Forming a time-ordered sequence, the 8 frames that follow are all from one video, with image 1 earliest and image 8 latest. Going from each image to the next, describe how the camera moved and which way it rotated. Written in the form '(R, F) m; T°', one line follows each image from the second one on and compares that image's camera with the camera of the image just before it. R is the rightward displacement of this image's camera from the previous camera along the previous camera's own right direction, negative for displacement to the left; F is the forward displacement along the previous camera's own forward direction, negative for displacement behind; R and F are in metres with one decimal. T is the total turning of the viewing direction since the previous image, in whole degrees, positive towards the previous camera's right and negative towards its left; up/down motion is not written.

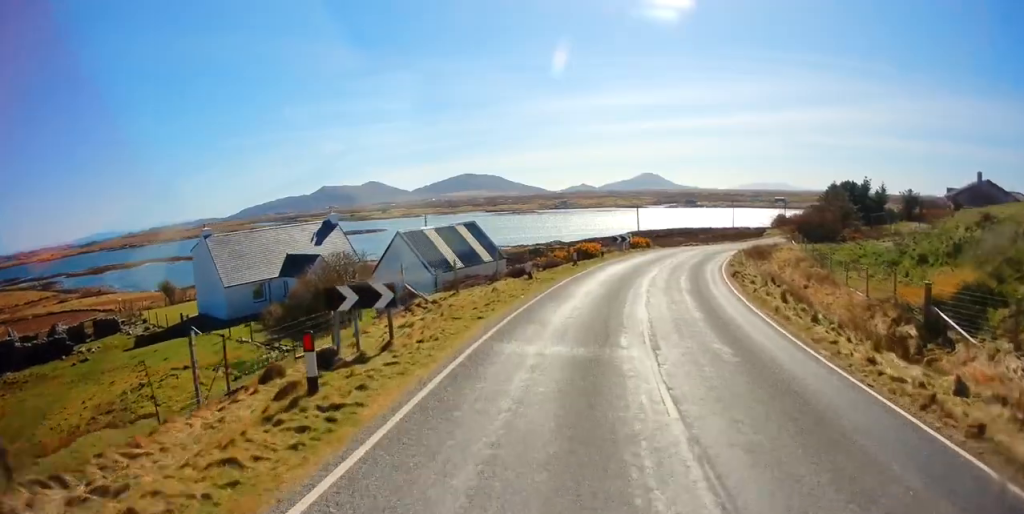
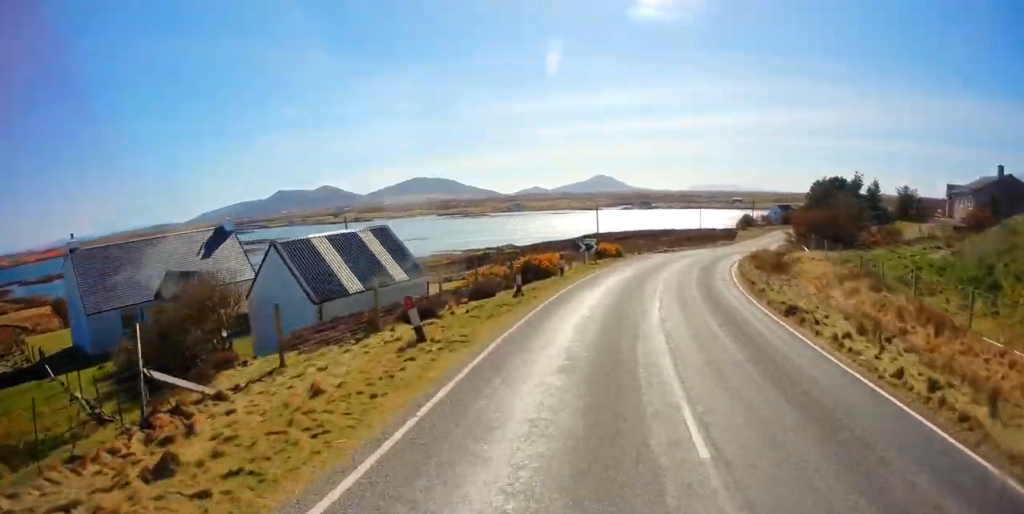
(+0.3, +10.2) m; +2°
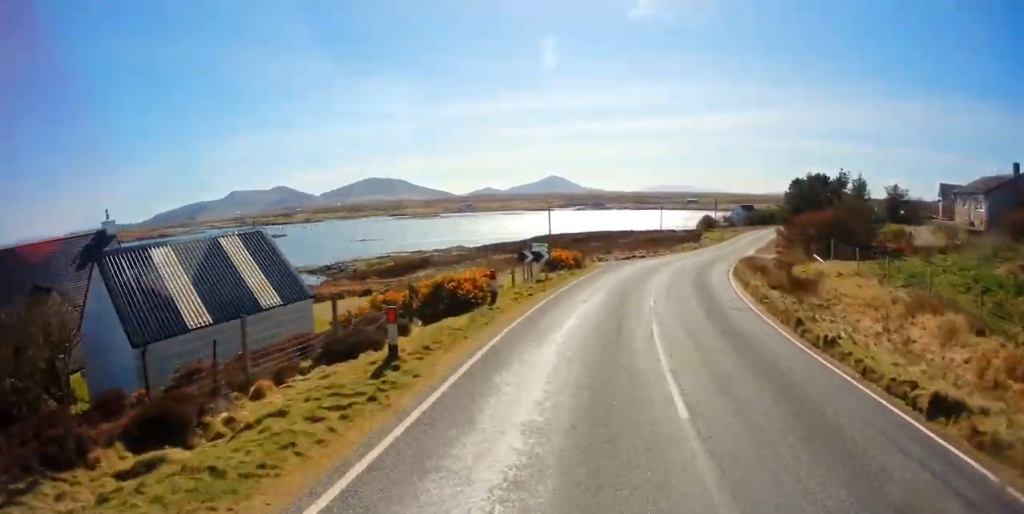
(0.0, +8.0) m; 0°
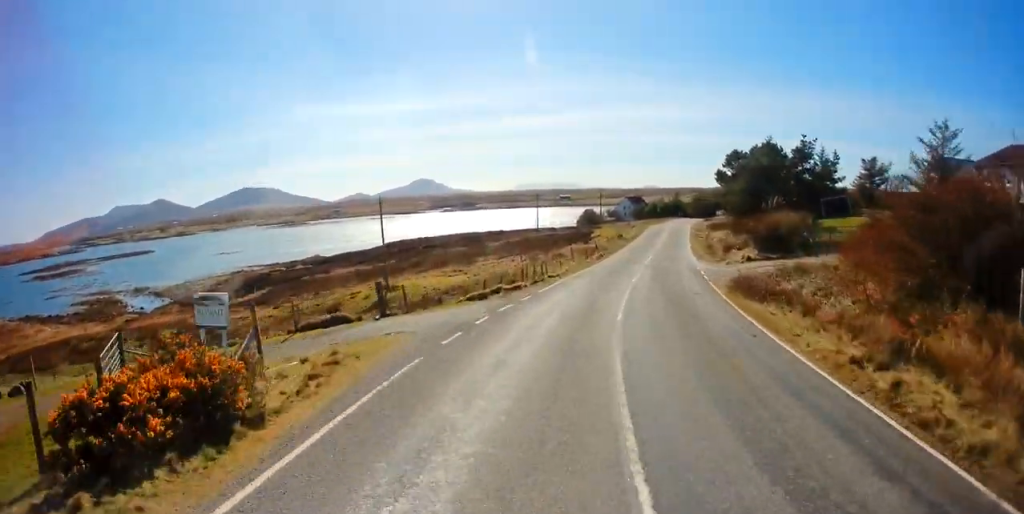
(+0.1, +21.5) m; +5°
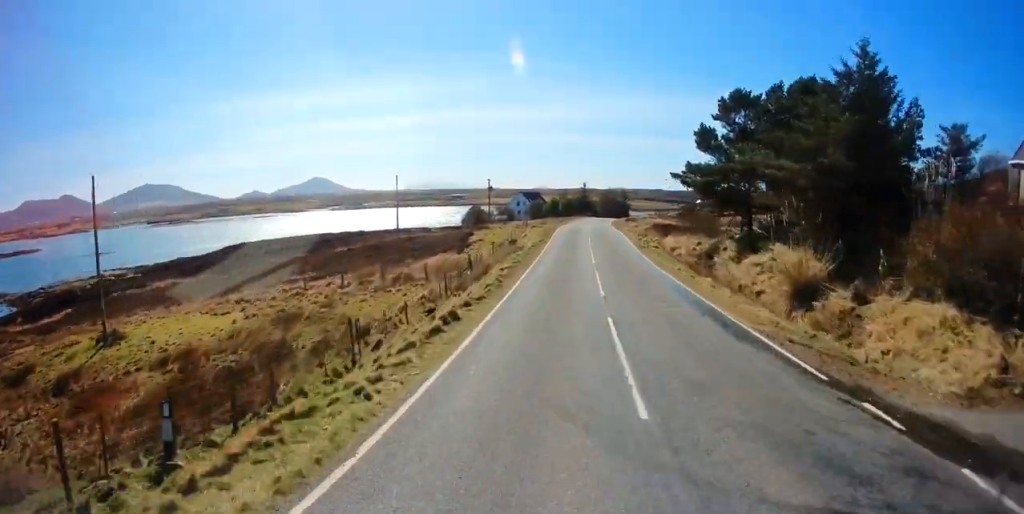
(+3.1, +23.7) m; +15°
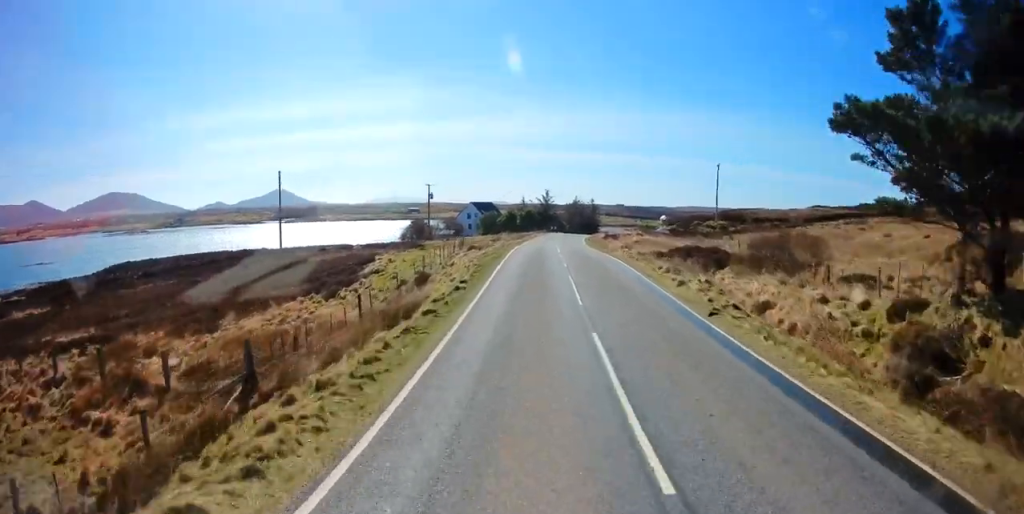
(+1.0, +19.7) m; +4°
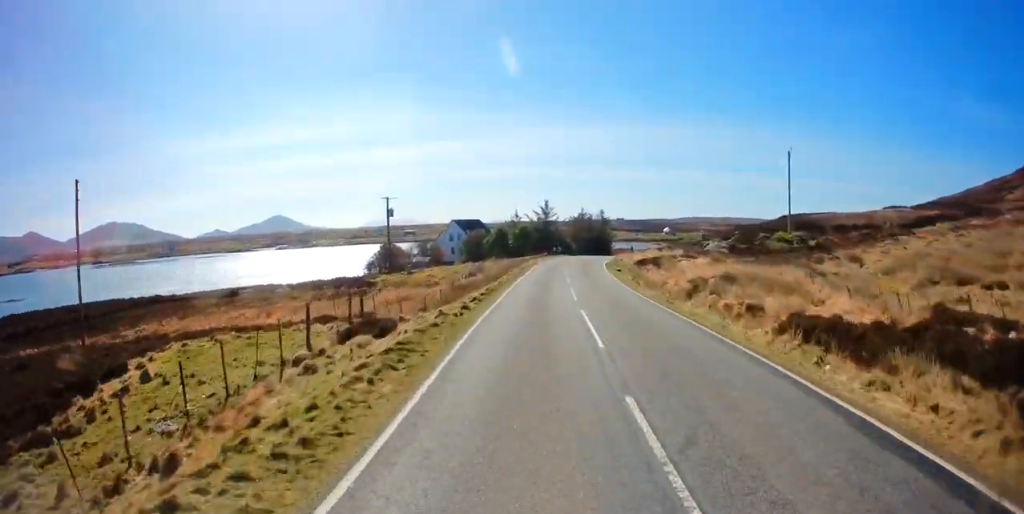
(+0.4, +22.3) m; +1°
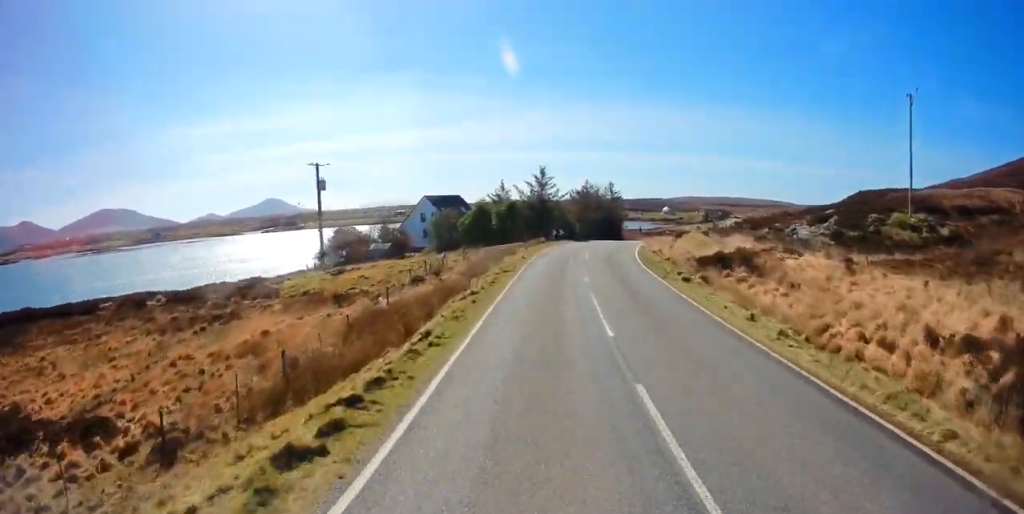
(0.0, +19.0) m; 0°
